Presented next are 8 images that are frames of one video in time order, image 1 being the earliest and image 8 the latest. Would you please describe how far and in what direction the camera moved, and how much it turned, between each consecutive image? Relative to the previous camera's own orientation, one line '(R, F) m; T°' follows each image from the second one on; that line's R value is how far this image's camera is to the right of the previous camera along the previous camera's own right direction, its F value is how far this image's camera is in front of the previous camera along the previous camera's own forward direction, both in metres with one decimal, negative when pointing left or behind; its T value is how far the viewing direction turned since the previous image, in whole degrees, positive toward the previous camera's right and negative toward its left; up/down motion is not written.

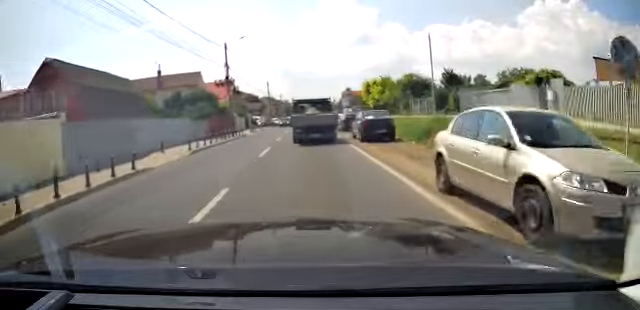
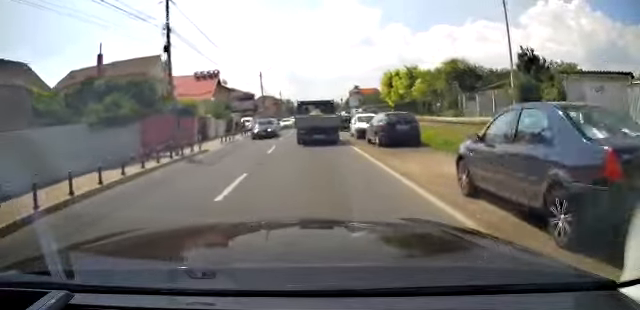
(0.0, +14.8) m; 0°
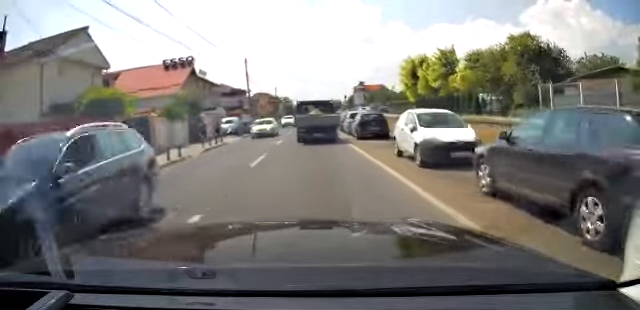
(0.0, +12.6) m; 0°
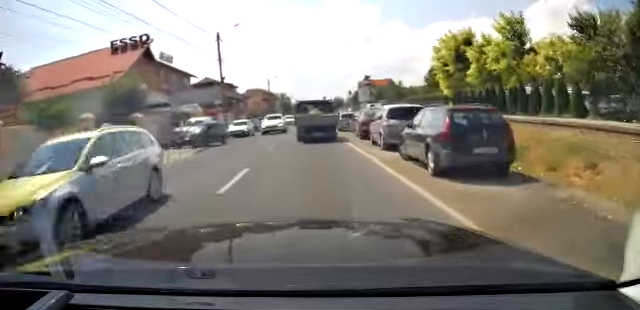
(0.0, +12.8) m; 0°
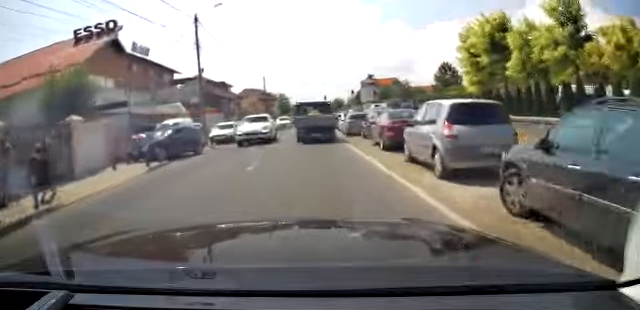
(0.0, +6.0) m; 0°
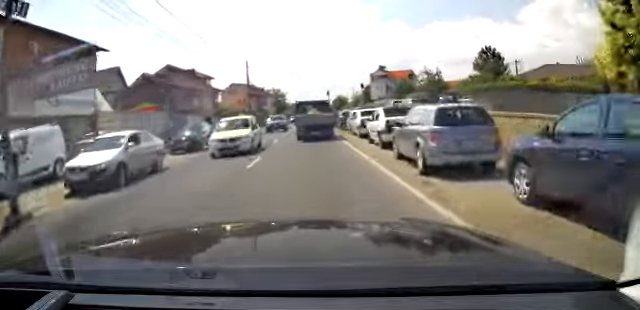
(0.0, +16.5) m; 0°
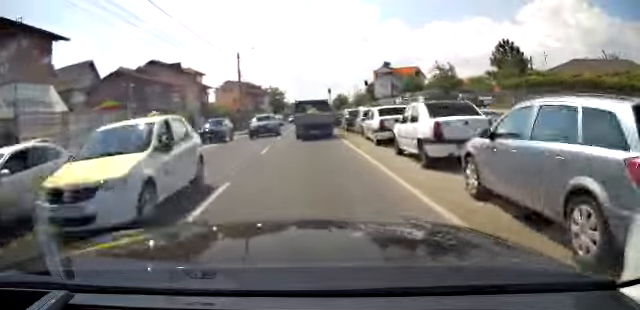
(0.0, +5.2) m; 0°
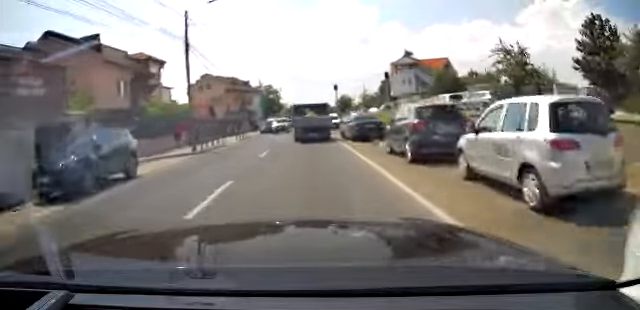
(0.0, +16.9) m; 0°
